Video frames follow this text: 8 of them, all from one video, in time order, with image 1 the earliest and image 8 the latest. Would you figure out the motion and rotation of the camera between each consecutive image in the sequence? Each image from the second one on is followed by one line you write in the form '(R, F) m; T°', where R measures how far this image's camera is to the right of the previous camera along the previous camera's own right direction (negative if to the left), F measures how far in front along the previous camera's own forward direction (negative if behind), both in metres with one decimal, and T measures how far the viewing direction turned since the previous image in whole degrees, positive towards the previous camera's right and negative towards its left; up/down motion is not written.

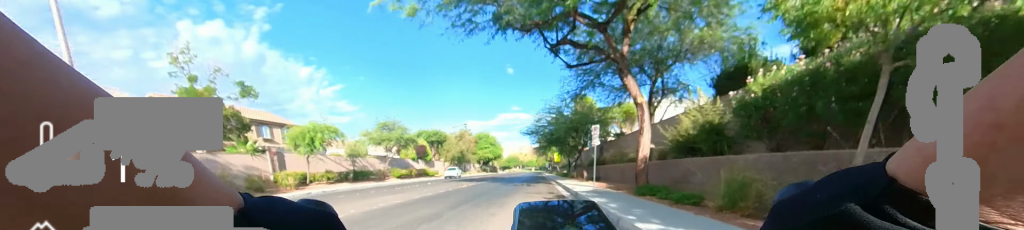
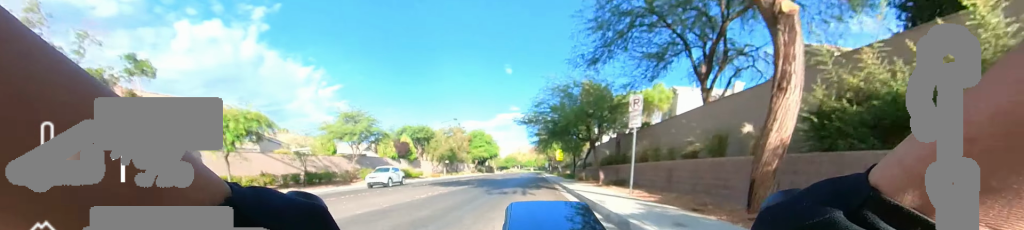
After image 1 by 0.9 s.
(0.0, +6.7) m; 0°
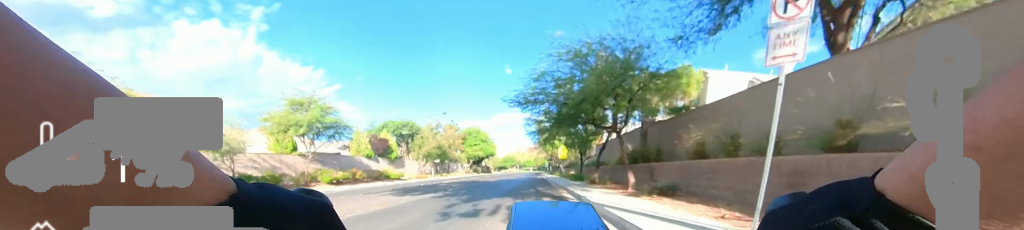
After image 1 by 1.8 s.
(0.0, +6.2) m; 0°
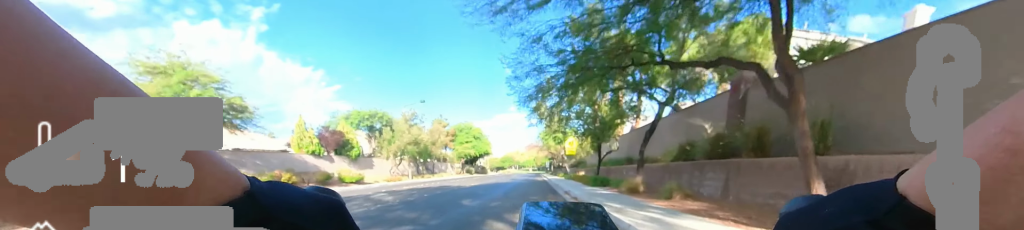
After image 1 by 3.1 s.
(0.0, +7.3) m; 0°
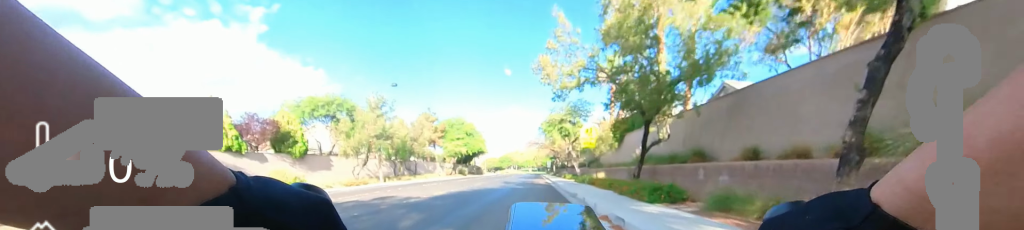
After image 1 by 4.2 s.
(0.0, +6.5) m; 0°
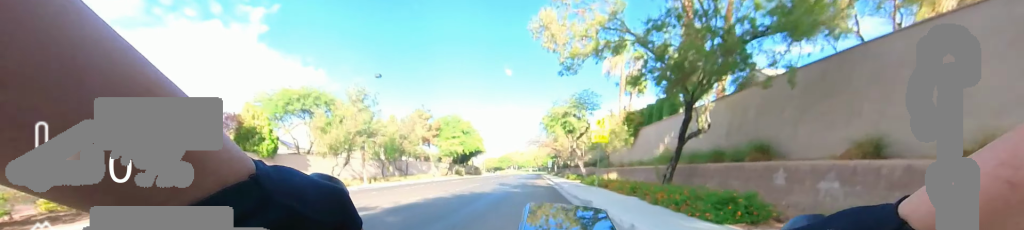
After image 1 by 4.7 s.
(0.0, +3.6) m; 0°
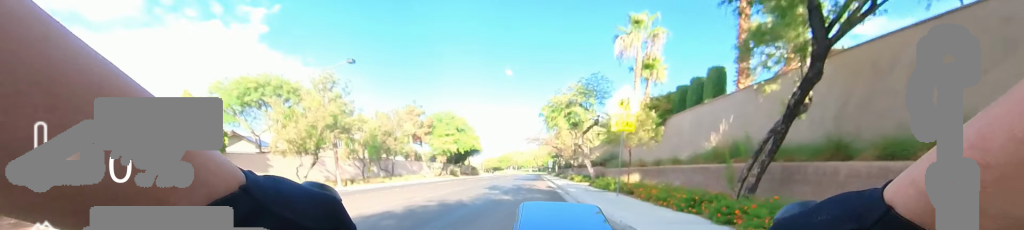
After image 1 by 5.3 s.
(0.0, +4.6) m; 0°
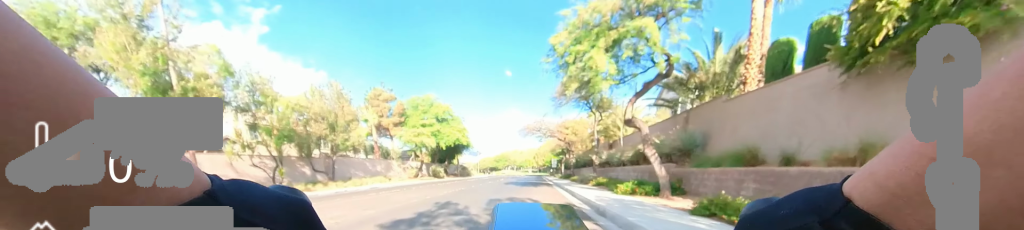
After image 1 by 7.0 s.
(0.0, +12.7) m; 0°
